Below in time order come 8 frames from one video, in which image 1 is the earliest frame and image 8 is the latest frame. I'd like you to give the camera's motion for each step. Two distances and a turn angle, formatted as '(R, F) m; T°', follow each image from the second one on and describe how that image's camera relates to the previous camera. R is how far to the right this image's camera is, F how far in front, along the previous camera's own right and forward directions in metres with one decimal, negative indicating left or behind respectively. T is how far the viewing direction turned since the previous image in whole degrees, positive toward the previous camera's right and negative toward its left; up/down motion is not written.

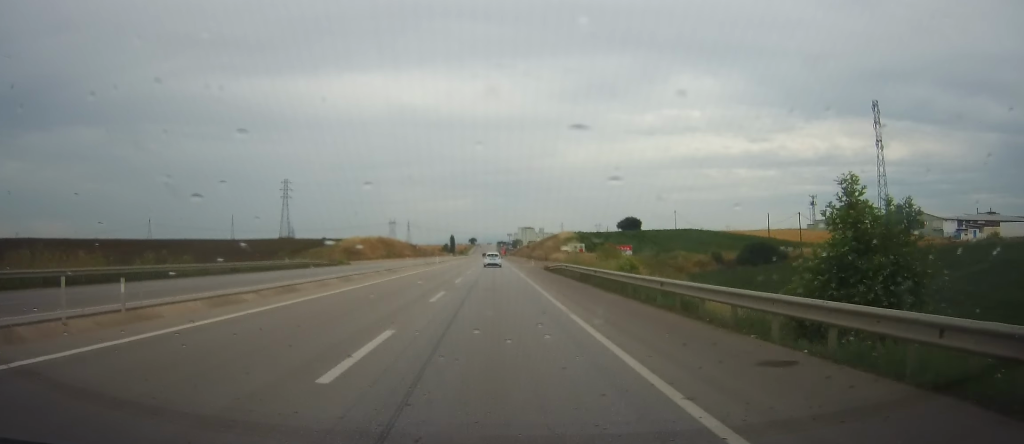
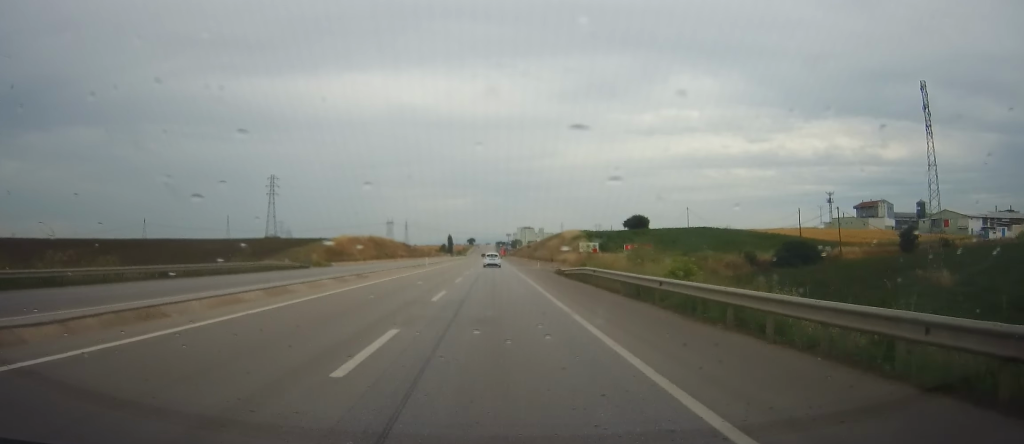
(-0.1, +11.7) m; 0°
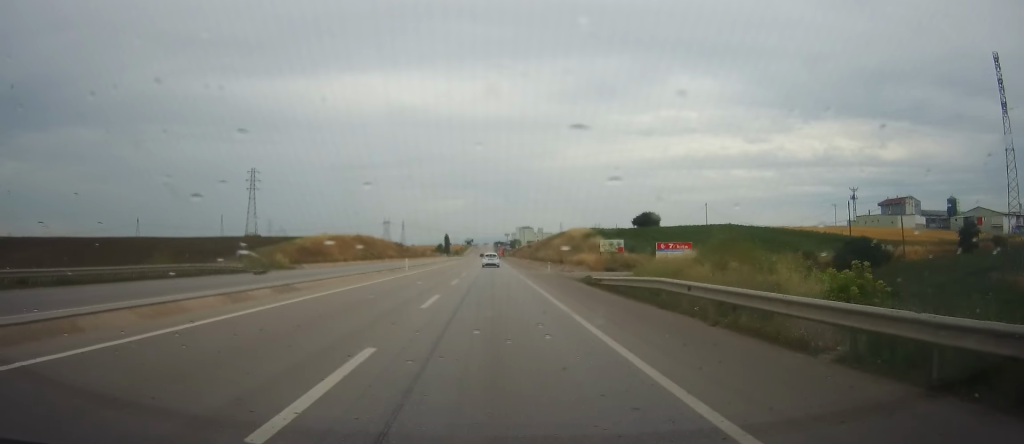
(-0.1, +15.7) m; 0°
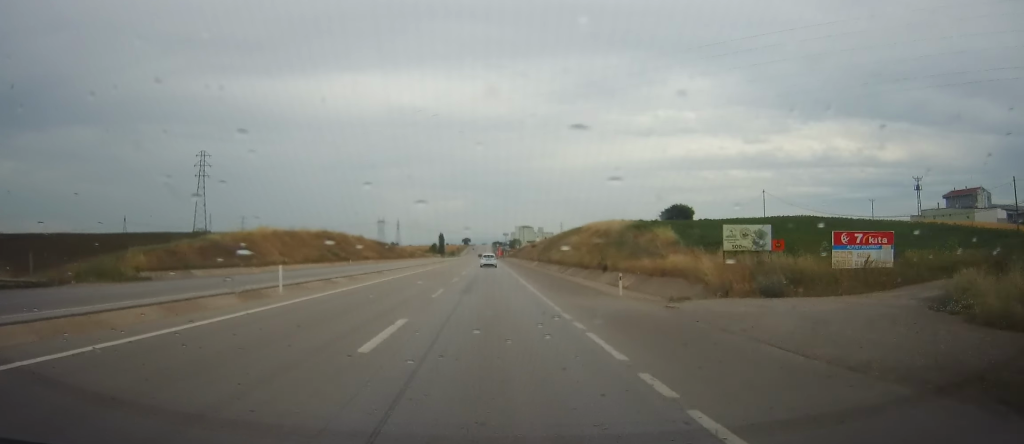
(+0.2, +32.3) m; 0°
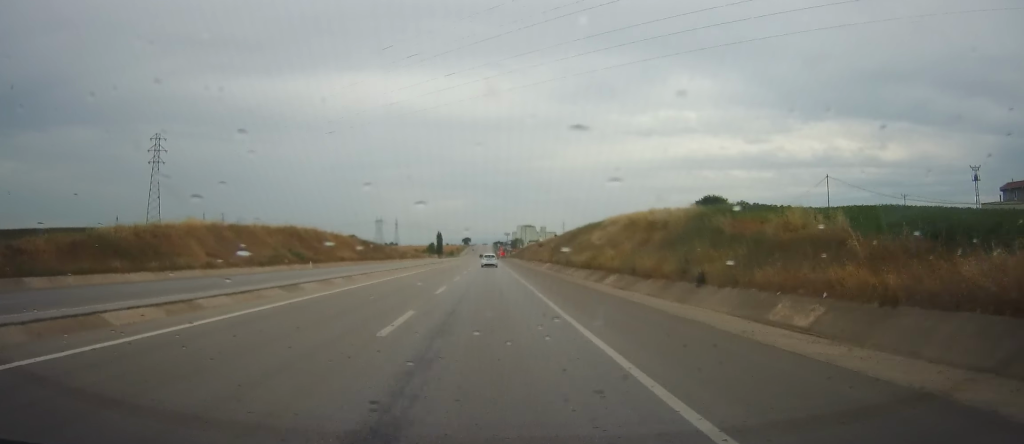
(0.0, +22.5) m; -1°
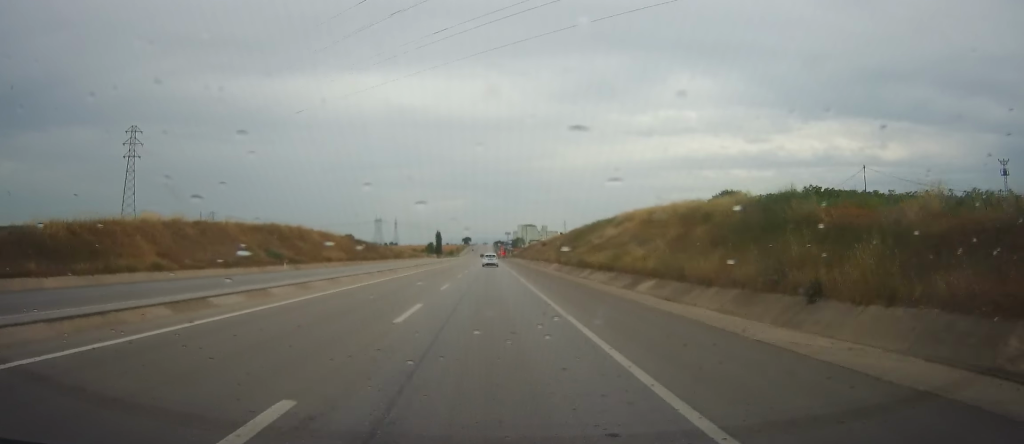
(-0.1, +10.7) m; -1°
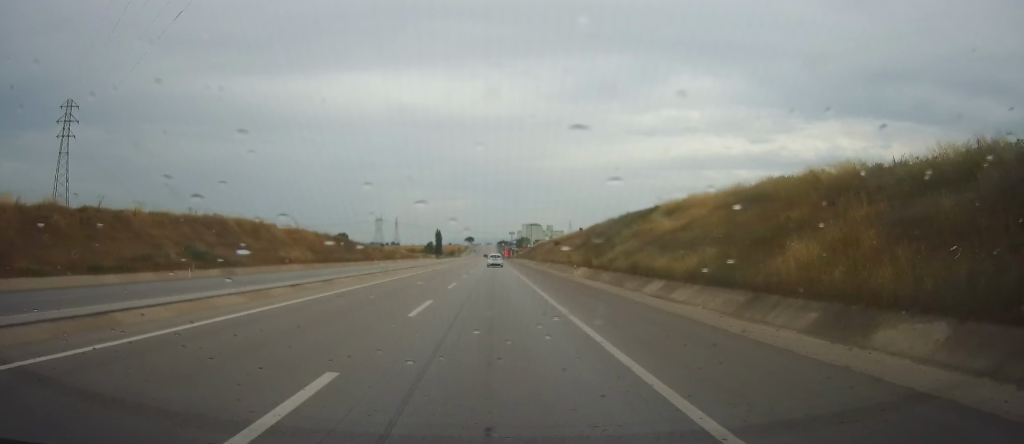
(-0.1, +23.1) m; 0°
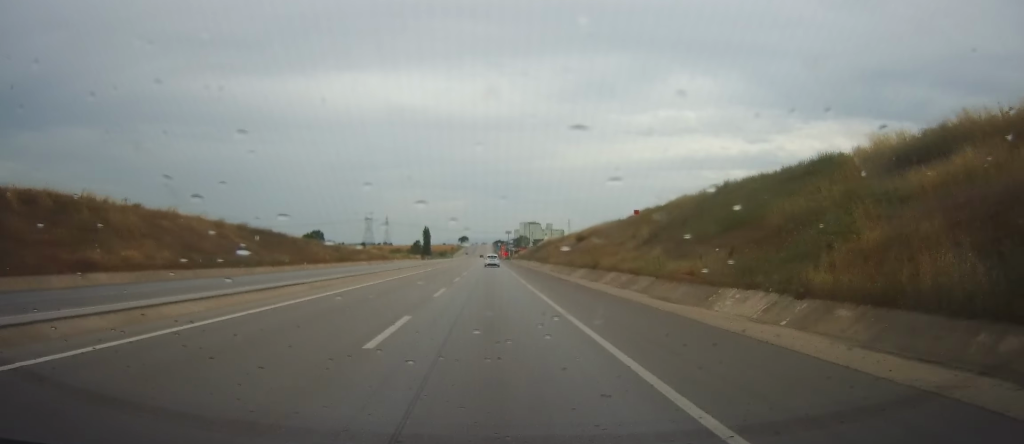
(0.0, +41.9) m; 0°
